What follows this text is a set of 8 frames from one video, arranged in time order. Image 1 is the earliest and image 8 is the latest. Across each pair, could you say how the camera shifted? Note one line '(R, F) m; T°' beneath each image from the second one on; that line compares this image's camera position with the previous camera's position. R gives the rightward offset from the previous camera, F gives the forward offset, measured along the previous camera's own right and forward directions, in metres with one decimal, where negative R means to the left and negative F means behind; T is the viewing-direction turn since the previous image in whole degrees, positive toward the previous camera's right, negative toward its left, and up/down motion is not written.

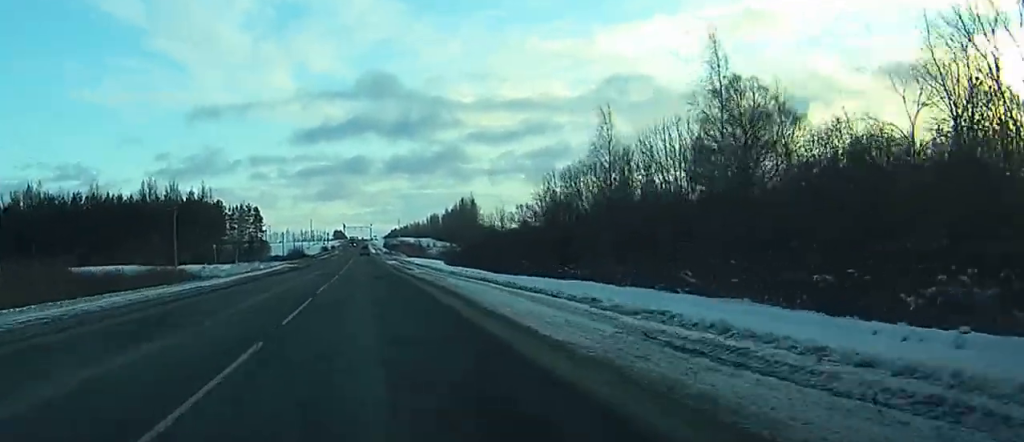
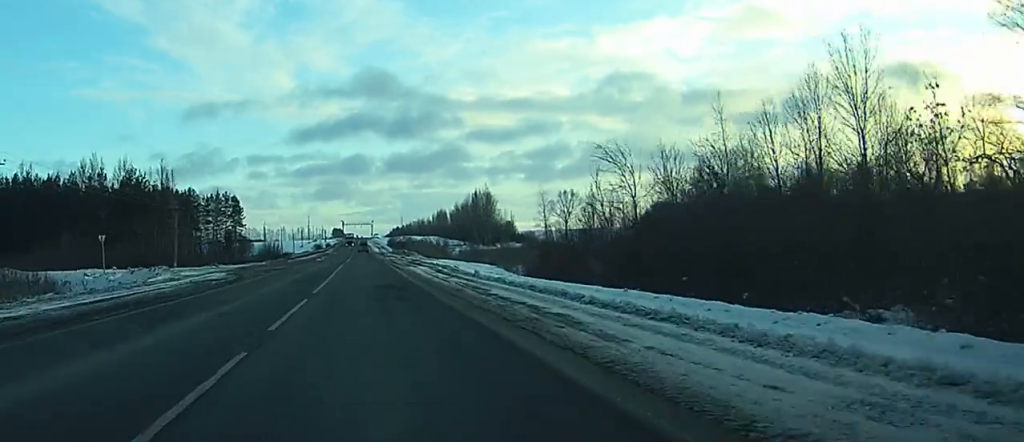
(-0.2, +52.5) m; 0°
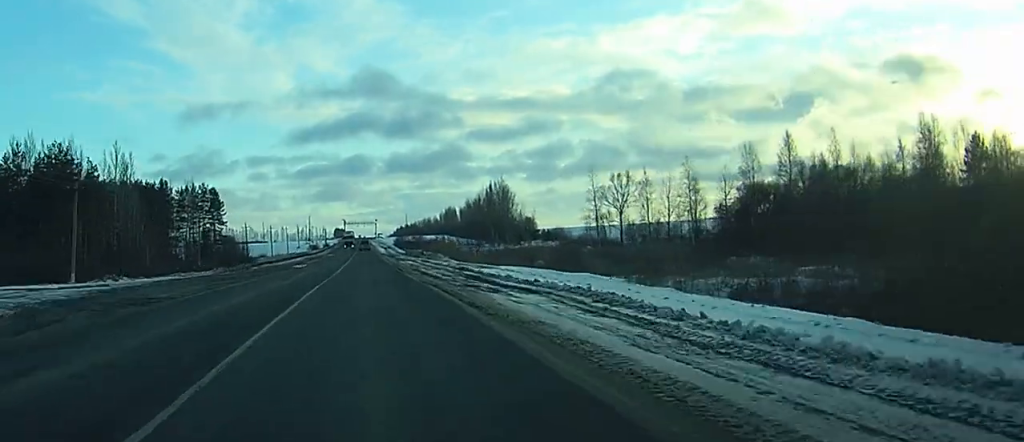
(-0.1, +34.2) m; 0°
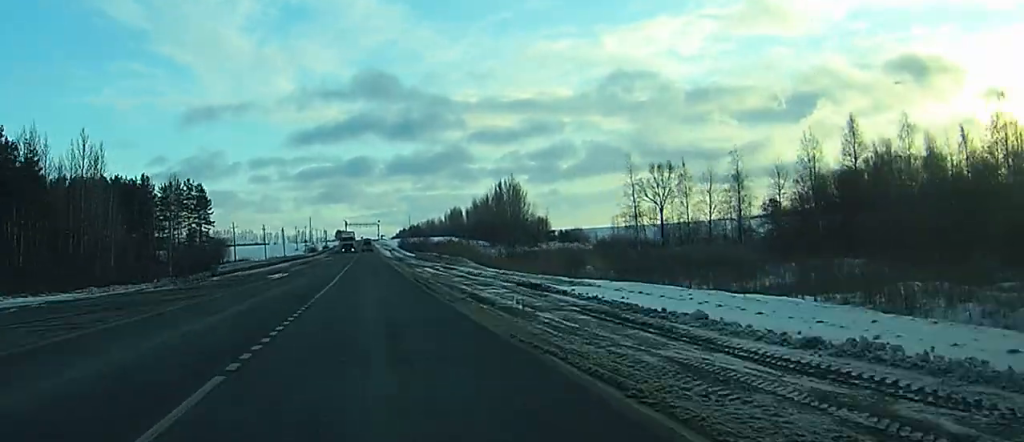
(0.0, +18.0) m; 0°
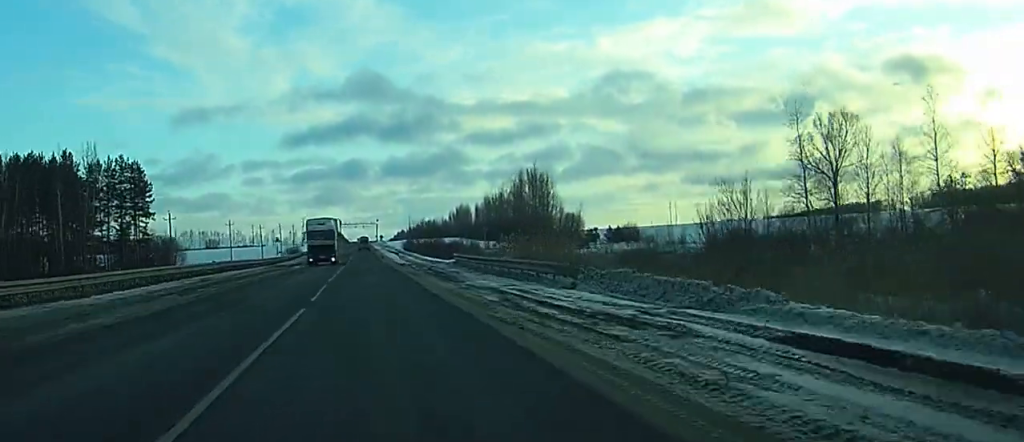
(+0.1, +47.9) m; 0°
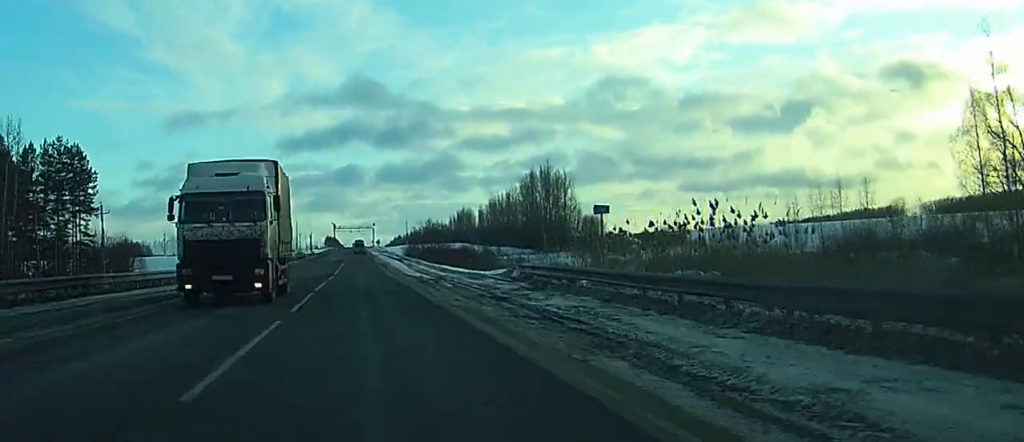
(+0.1, +26.4) m; 0°
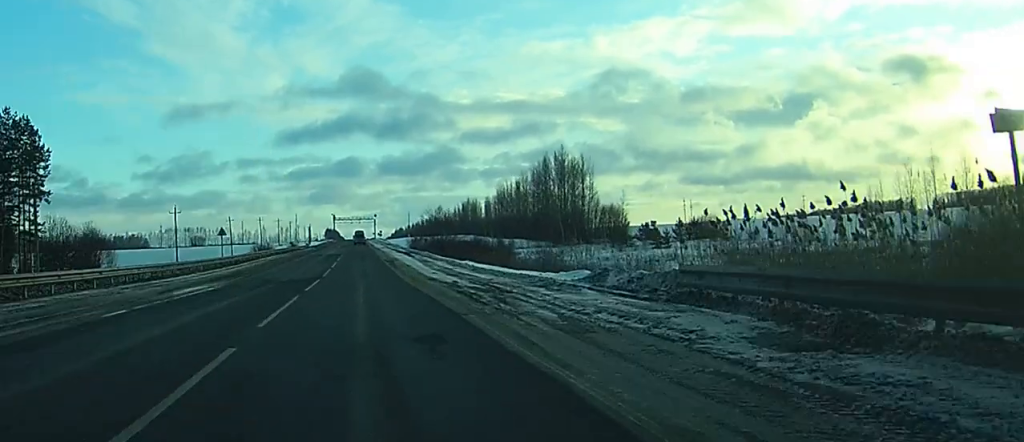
(0.0, +17.4) m; 0°
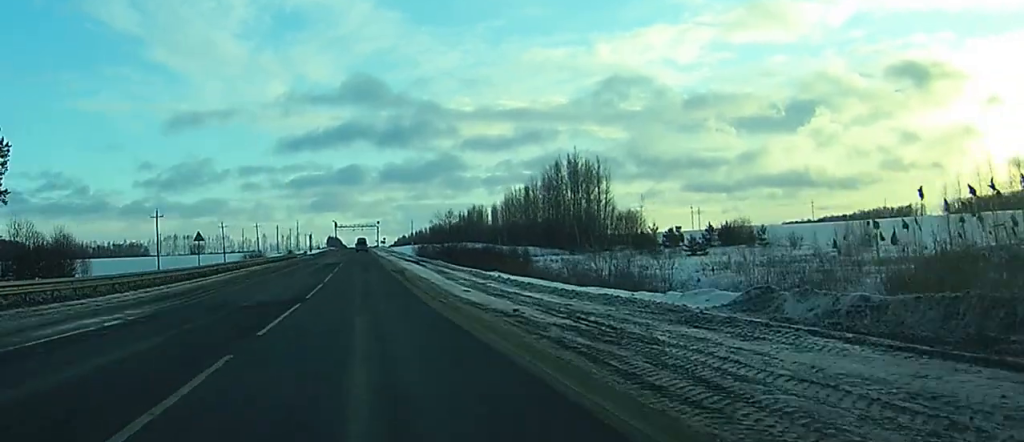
(0.0, +11.9) m; 0°
